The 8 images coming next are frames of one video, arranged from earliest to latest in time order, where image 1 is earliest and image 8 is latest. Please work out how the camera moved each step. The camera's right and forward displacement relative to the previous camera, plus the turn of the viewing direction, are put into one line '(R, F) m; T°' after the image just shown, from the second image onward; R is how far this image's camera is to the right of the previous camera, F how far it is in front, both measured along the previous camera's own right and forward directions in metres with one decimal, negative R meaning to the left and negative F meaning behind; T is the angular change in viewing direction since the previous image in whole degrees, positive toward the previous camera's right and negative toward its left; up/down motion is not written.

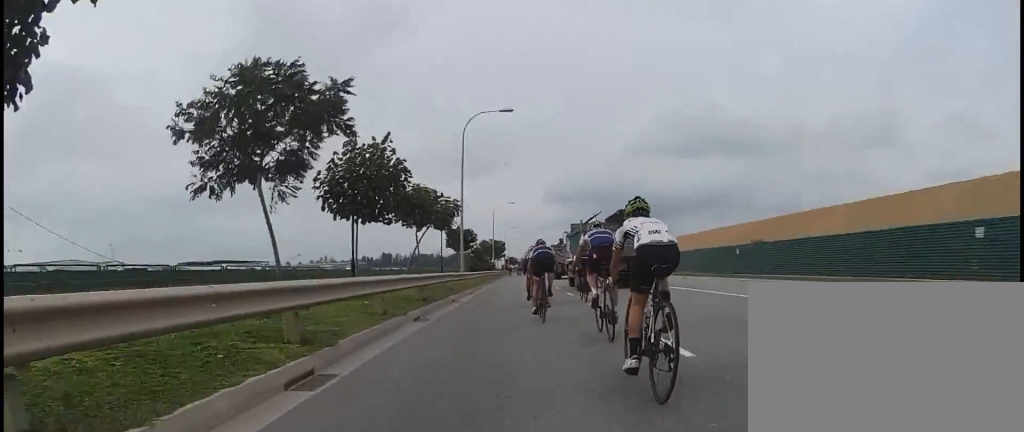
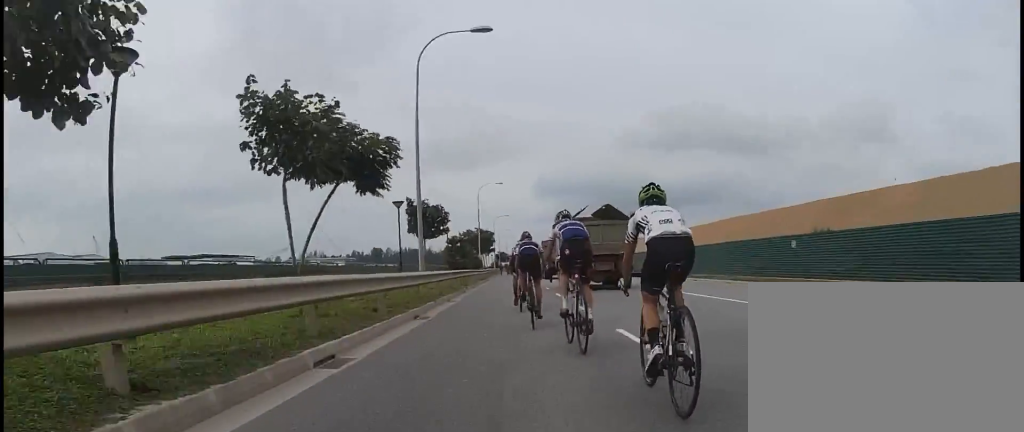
(-0.2, +11.1) m; 0°
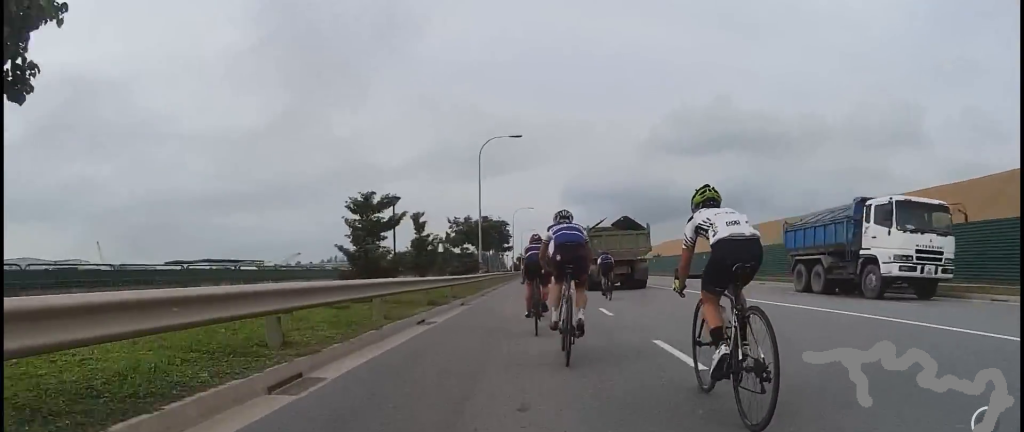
(0.0, +25.8) m; 0°
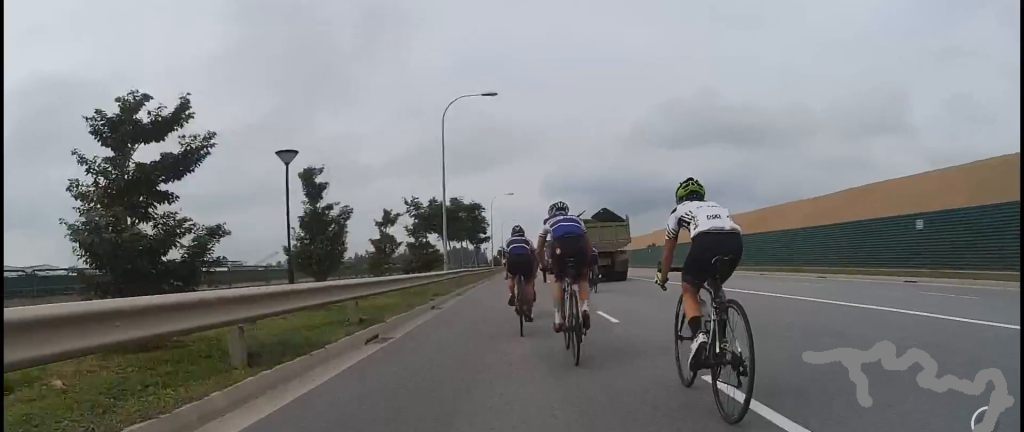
(+0.2, +8.5) m; 0°
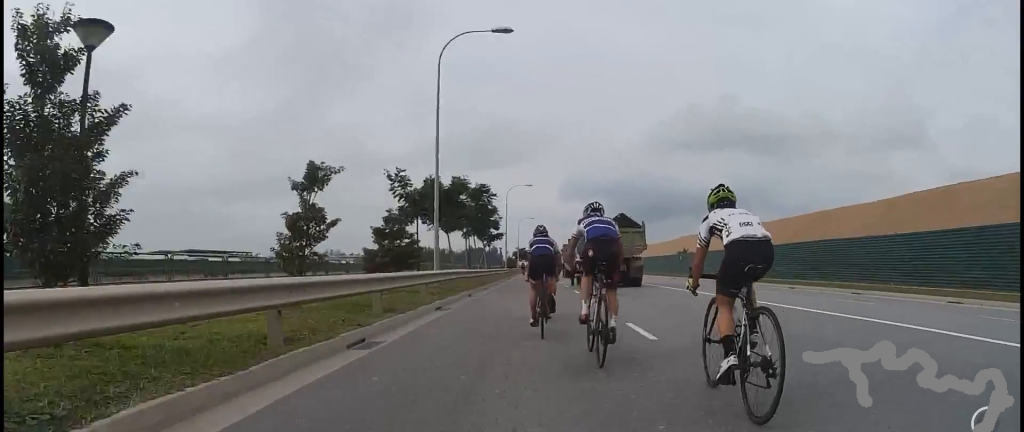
(+0.3, +7.5) m; 0°
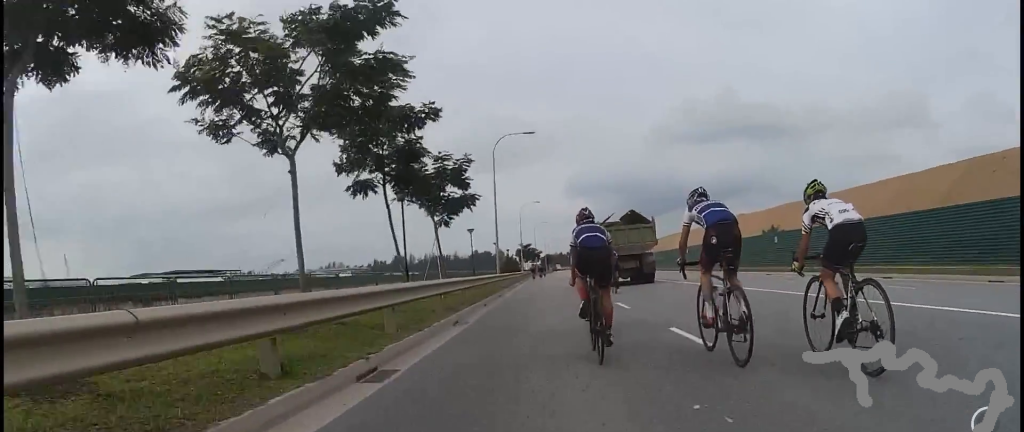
(-0.2, +24.8) m; -2°
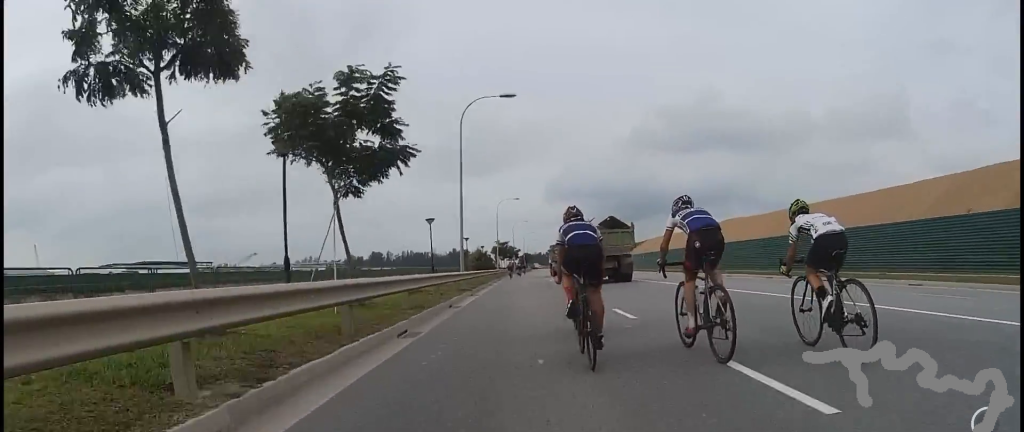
(+0.1, +8.7) m; -2°
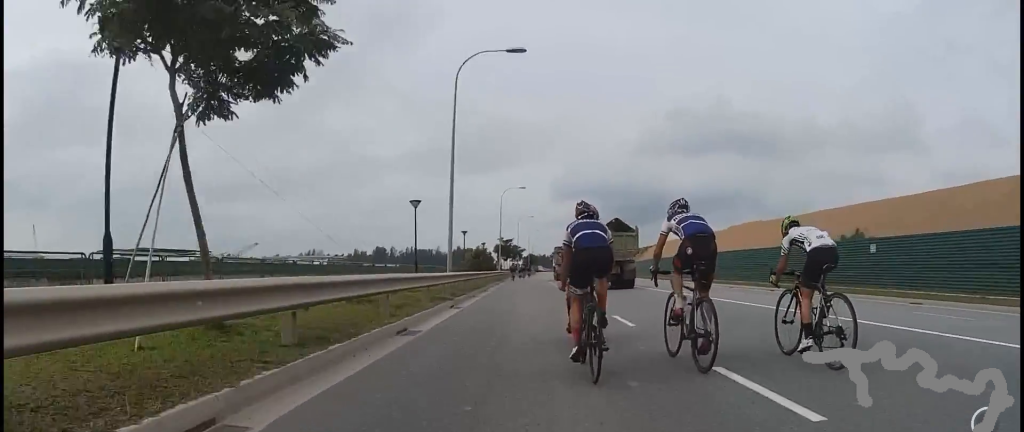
(-0.5, +5.7) m; -1°
